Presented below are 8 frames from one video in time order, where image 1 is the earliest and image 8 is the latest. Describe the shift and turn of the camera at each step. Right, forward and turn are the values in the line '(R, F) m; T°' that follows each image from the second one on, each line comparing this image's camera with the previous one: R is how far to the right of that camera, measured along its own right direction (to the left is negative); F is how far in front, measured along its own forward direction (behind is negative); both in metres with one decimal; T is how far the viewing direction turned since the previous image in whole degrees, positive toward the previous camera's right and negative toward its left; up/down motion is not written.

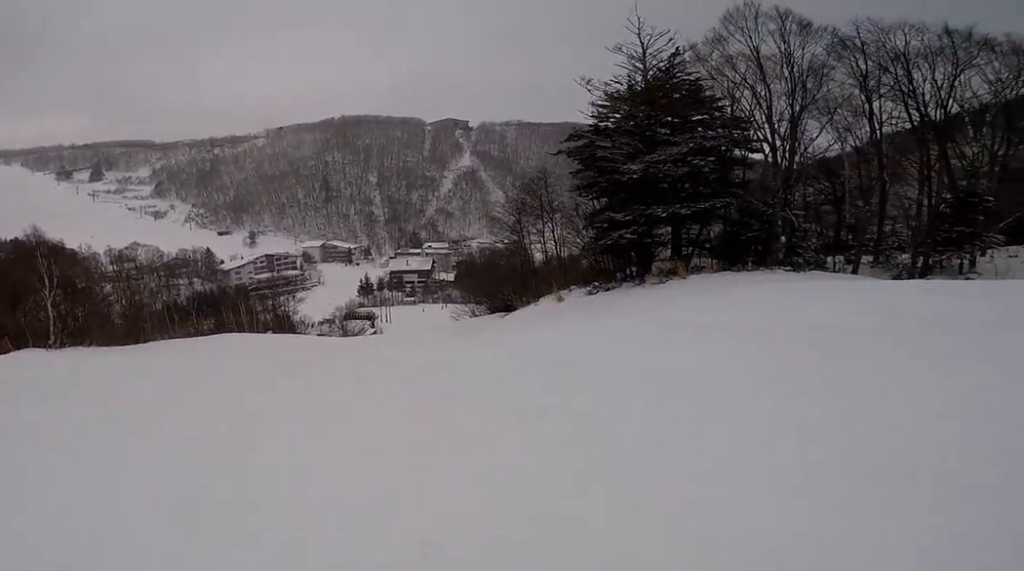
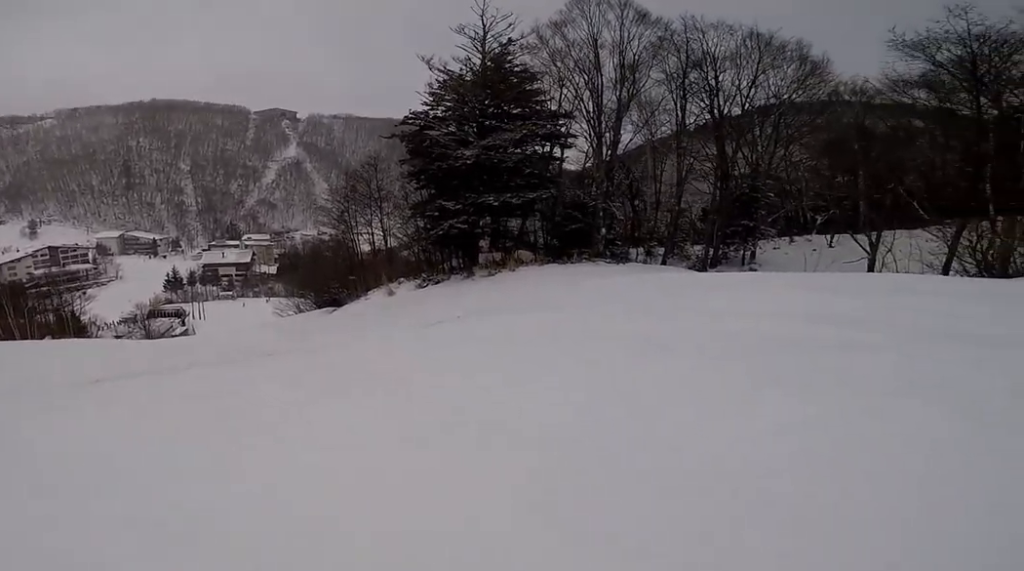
(+1.5, +3.1) m; +29°
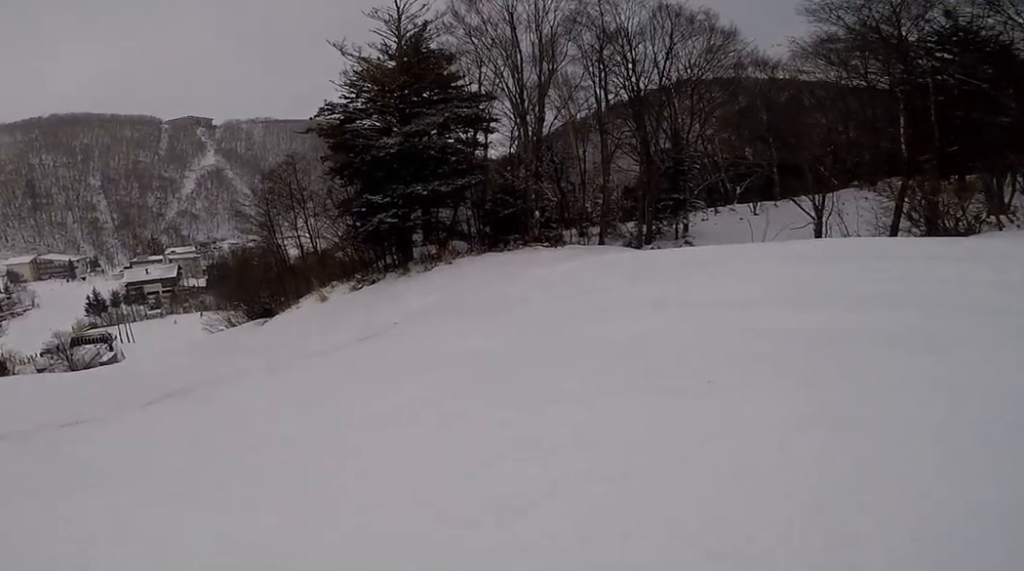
(+0.2, +2.6) m; +4°
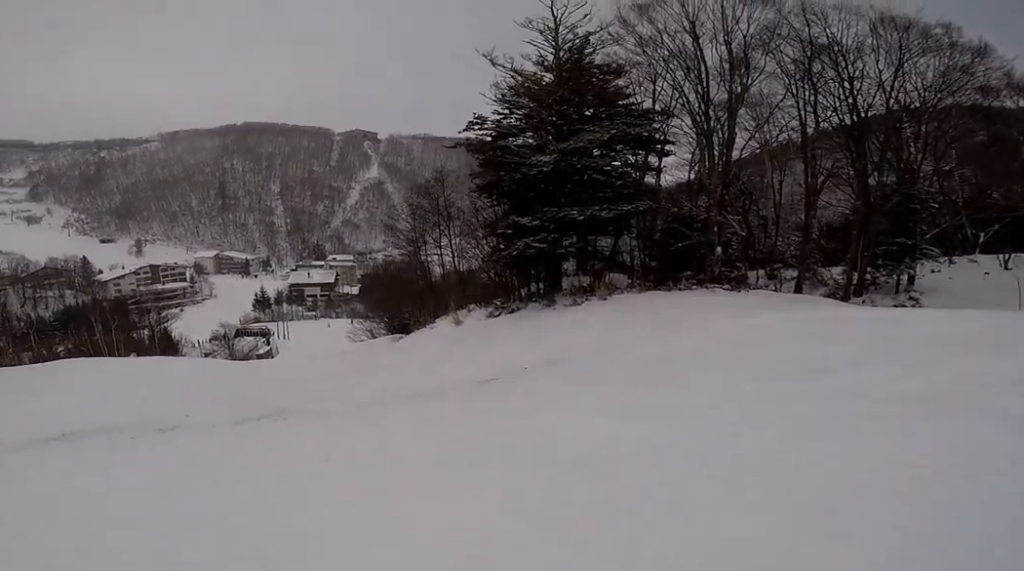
(0.0, +2.3) m; -11°
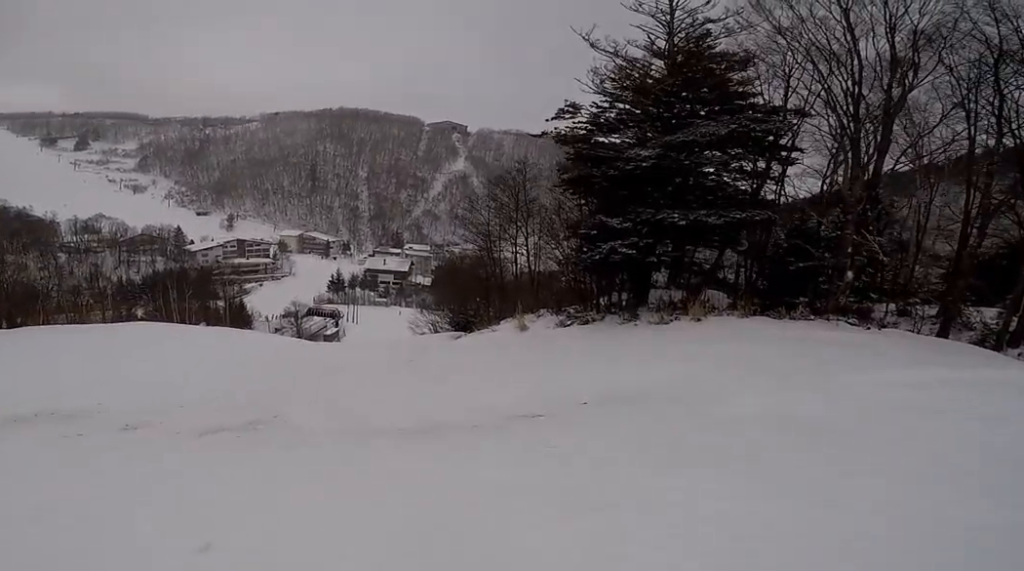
(+0.1, +2.9) m; -18°
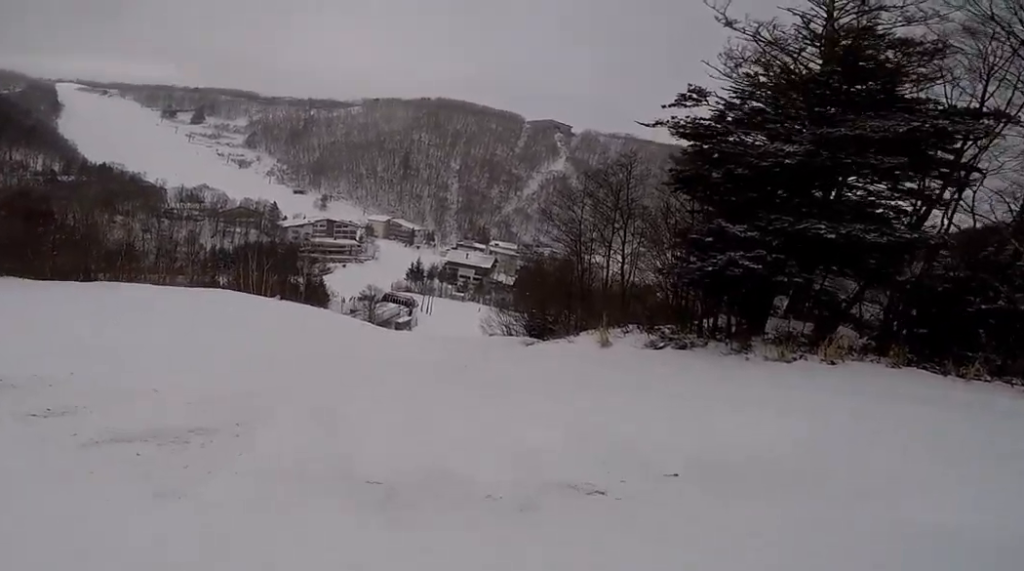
(-1.2, +2.9) m; -20°
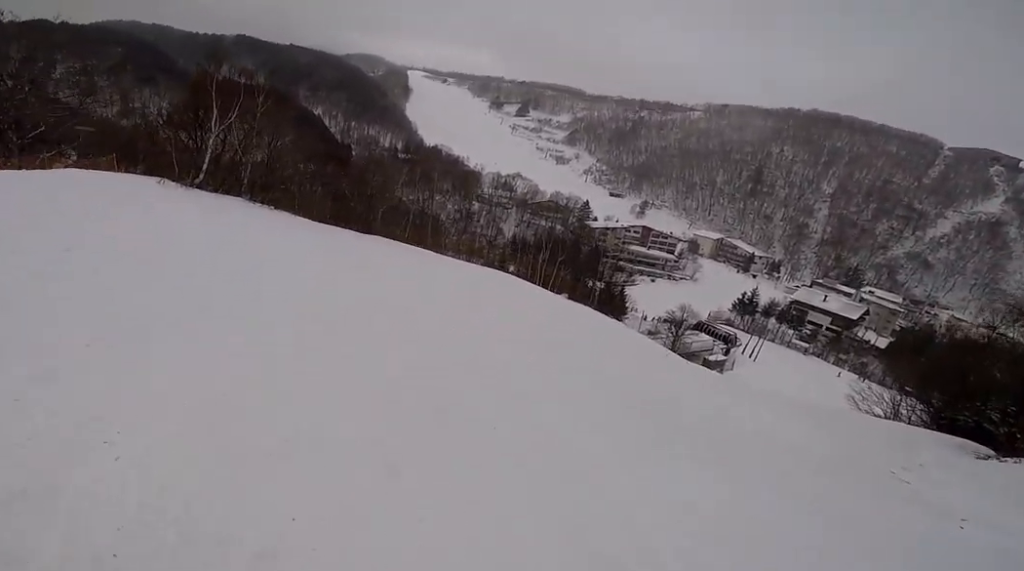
(-1.6, +8.2) m; -29°
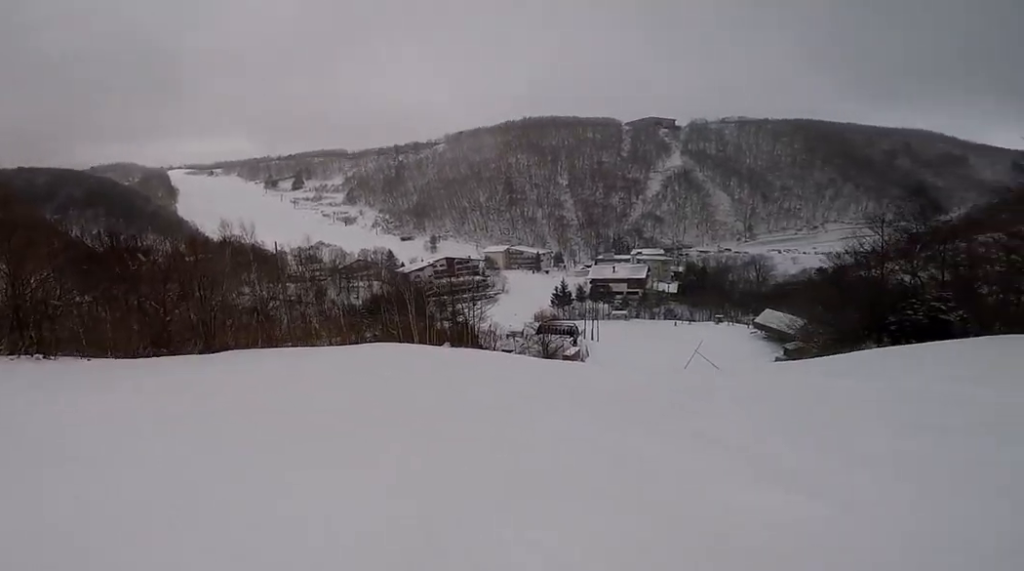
(-1.9, +10.4) m; +14°
